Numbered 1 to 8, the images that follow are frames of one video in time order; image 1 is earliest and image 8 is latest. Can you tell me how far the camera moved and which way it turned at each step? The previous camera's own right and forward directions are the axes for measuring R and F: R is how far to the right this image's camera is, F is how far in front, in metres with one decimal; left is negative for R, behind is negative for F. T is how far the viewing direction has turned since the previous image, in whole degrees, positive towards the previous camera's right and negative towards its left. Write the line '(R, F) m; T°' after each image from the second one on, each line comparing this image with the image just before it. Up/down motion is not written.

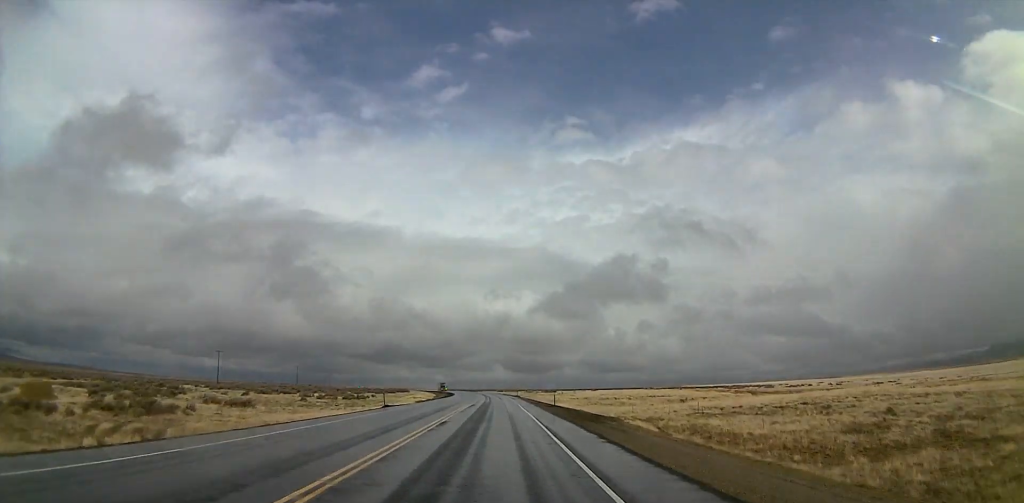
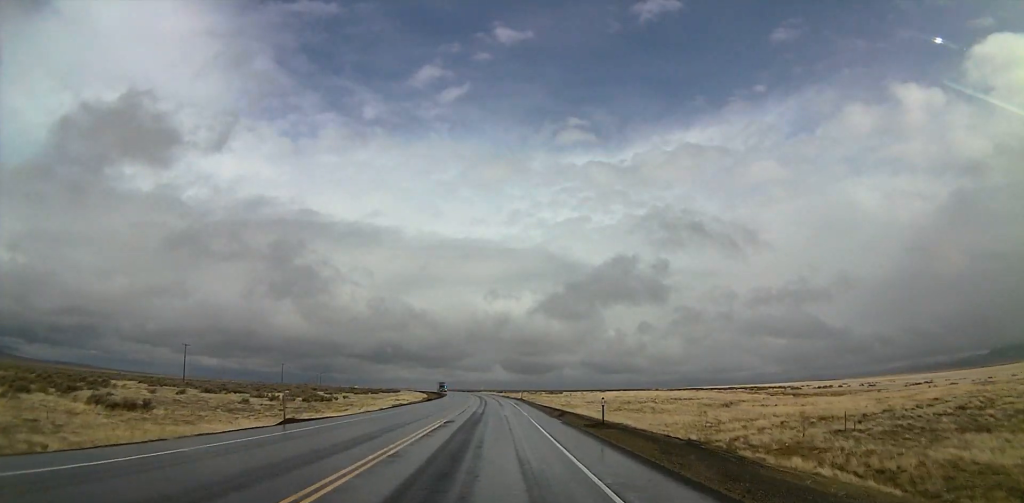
(-0.4, +21.7) m; 0°
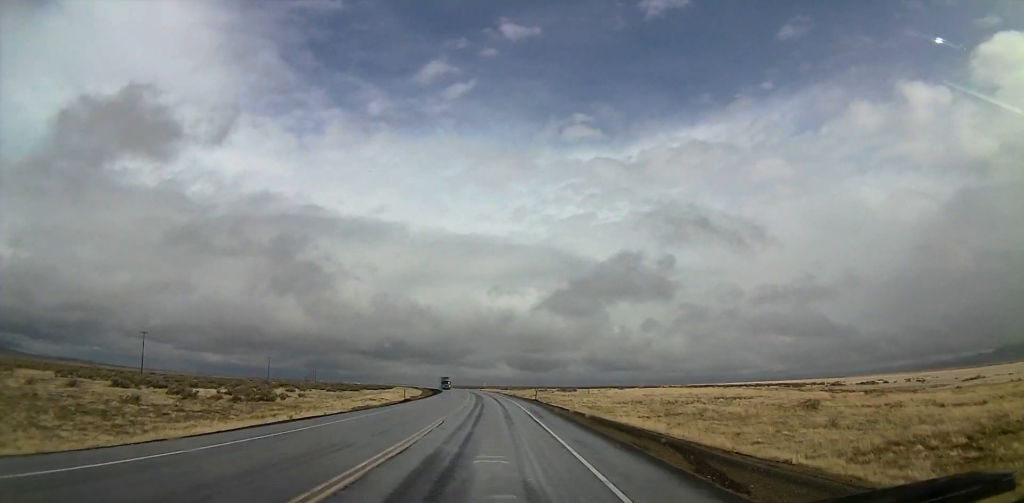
(+0.5, +24.3) m; +1°
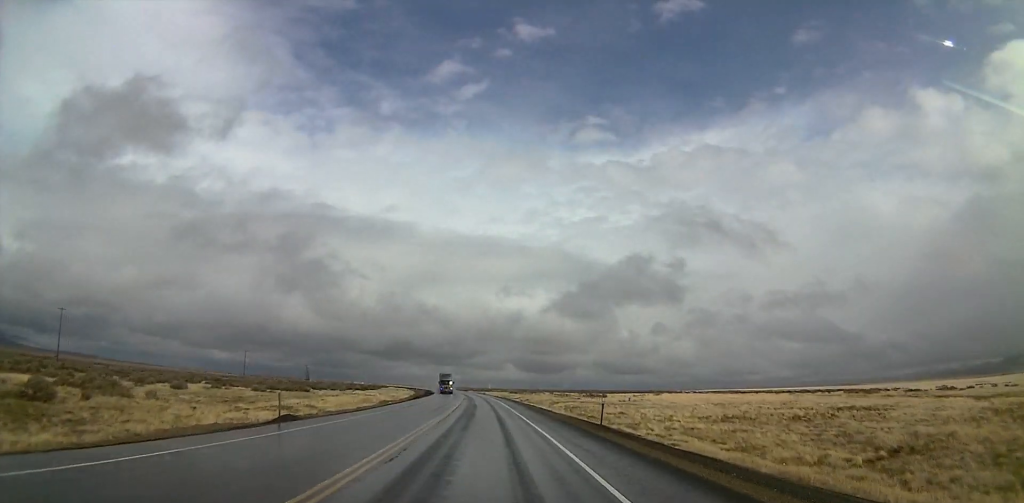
(0.0, +35.7) m; -1°
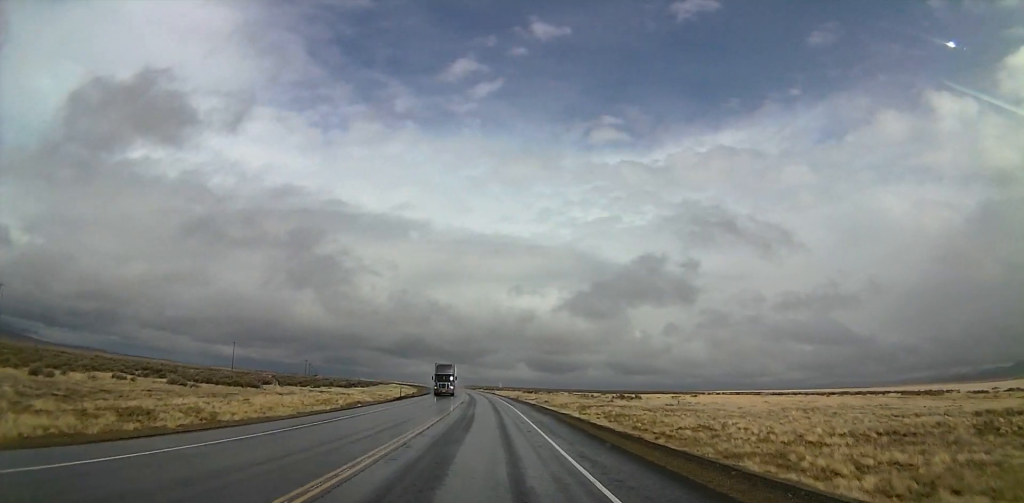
(-0.3, +21.8) m; -2°
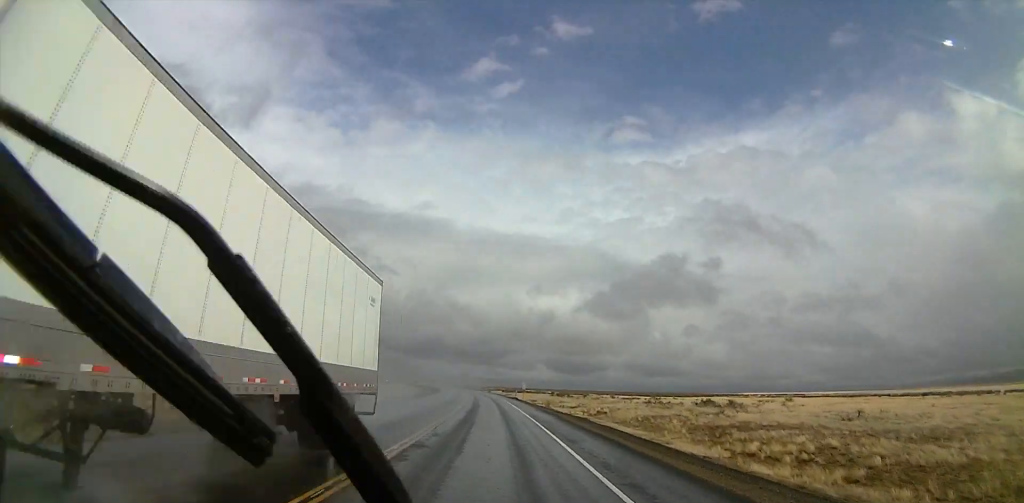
(-1.4, +36.8) m; -3°
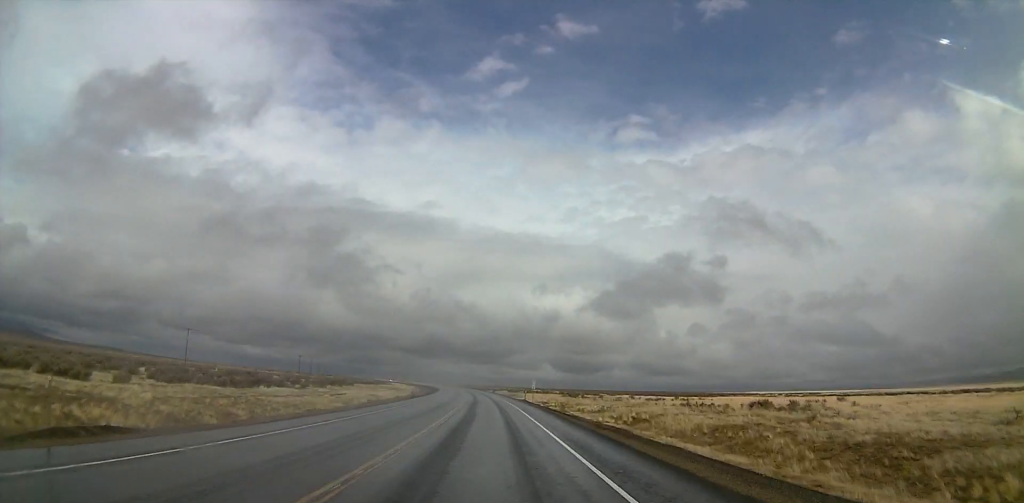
(-0.1, +15.0) m; 0°
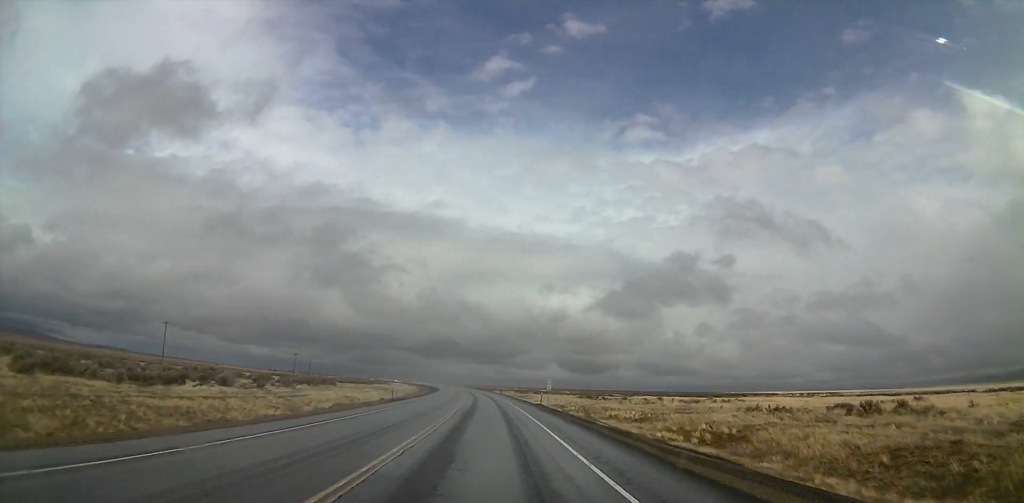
(-0.1, +16.7) m; +1°
